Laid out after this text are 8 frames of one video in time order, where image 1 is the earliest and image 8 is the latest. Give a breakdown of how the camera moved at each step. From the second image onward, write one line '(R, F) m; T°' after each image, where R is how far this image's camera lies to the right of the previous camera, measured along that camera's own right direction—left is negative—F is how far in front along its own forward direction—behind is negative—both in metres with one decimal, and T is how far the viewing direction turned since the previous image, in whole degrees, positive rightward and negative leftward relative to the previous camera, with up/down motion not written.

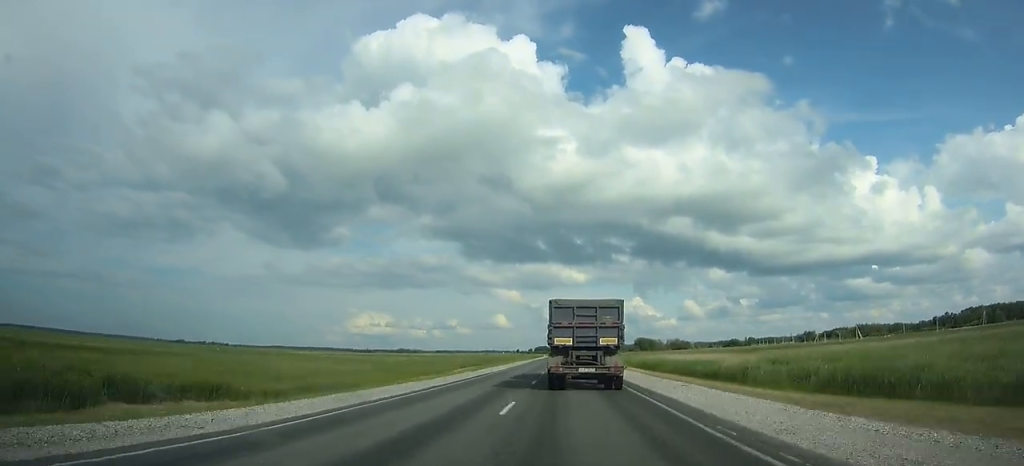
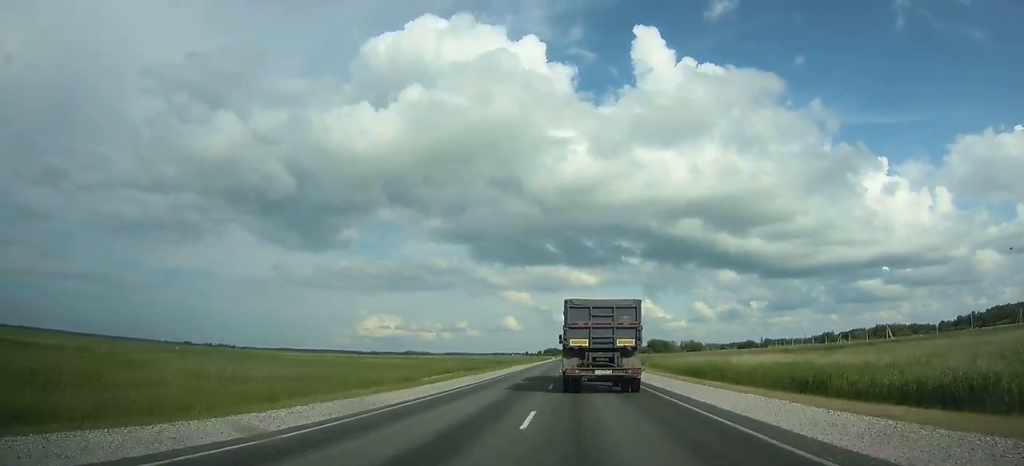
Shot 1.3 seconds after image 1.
(-0.2, +28.5) m; 0°
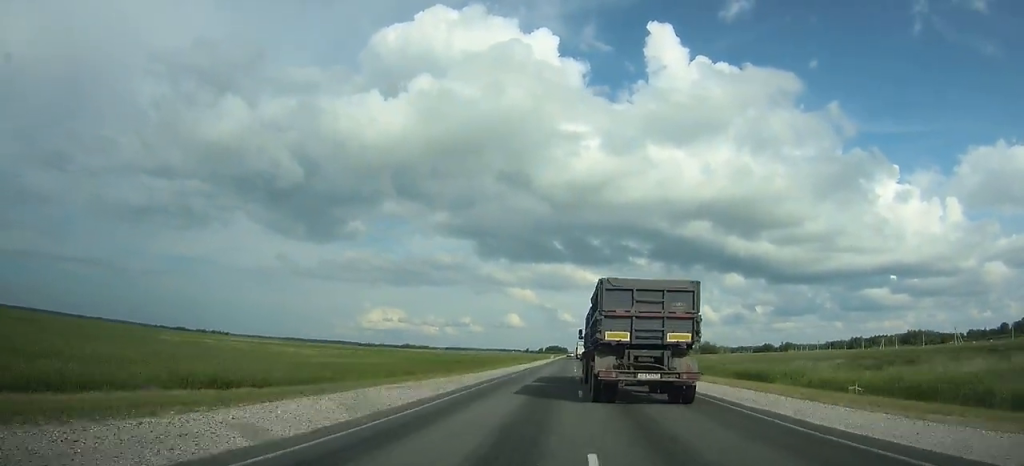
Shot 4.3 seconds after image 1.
(-0.3, +68.9) m; 0°
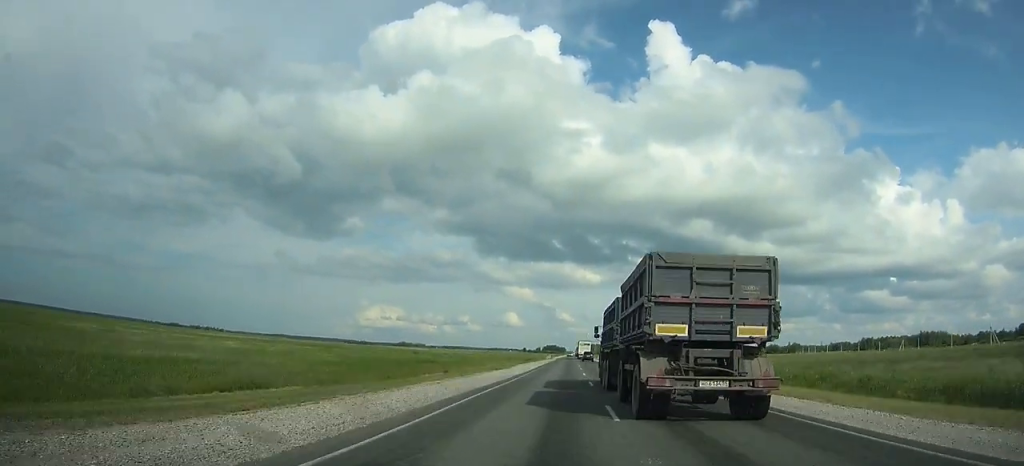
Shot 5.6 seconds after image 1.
(-0.1, +31.1) m; 0°
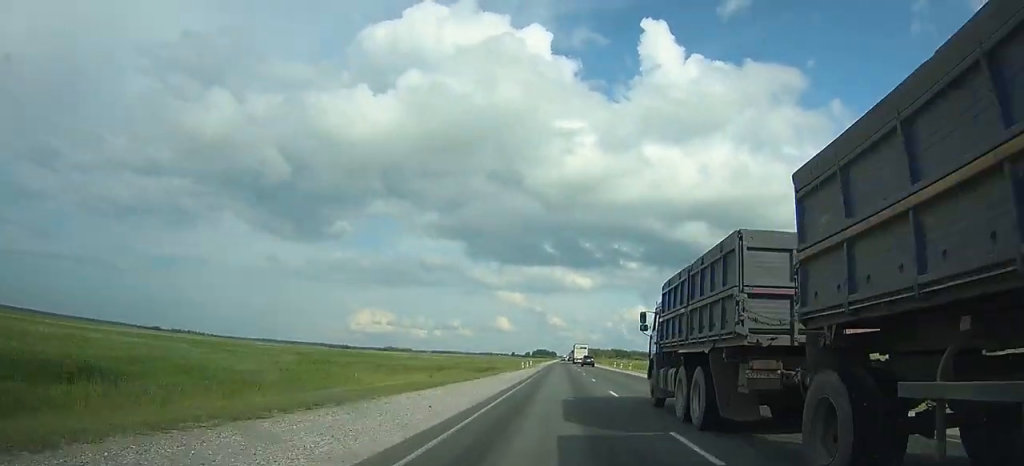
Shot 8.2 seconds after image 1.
(+0.4, +63.0) m; +1°
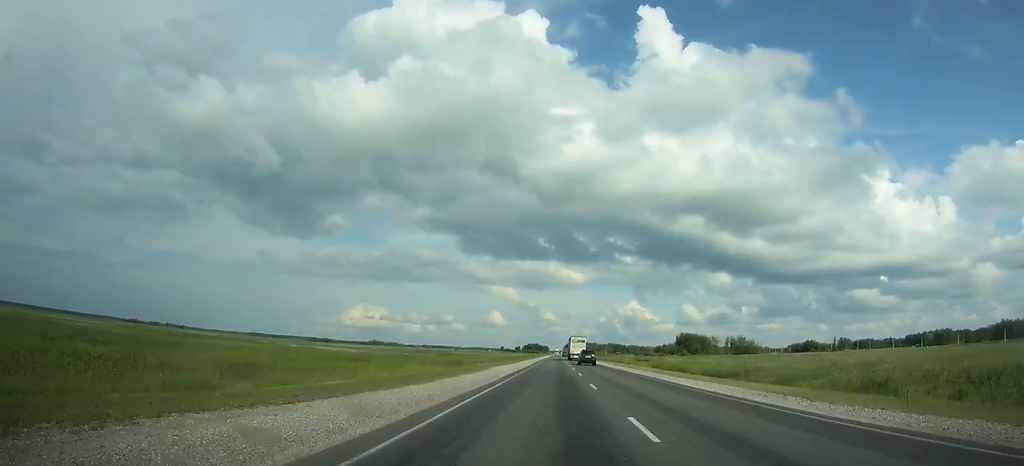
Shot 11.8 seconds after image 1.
(+1.1, +86.8) m; +1°
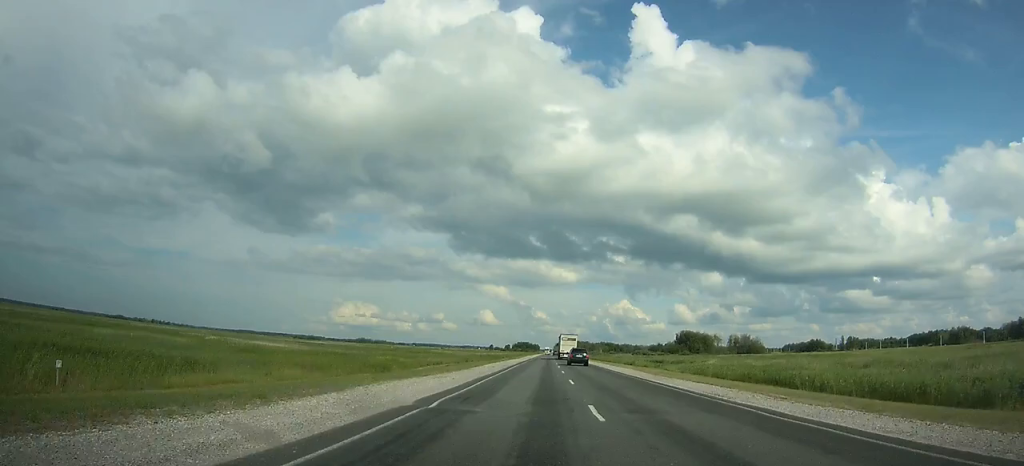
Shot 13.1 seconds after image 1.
(+0.1, +30.7) m; 0°
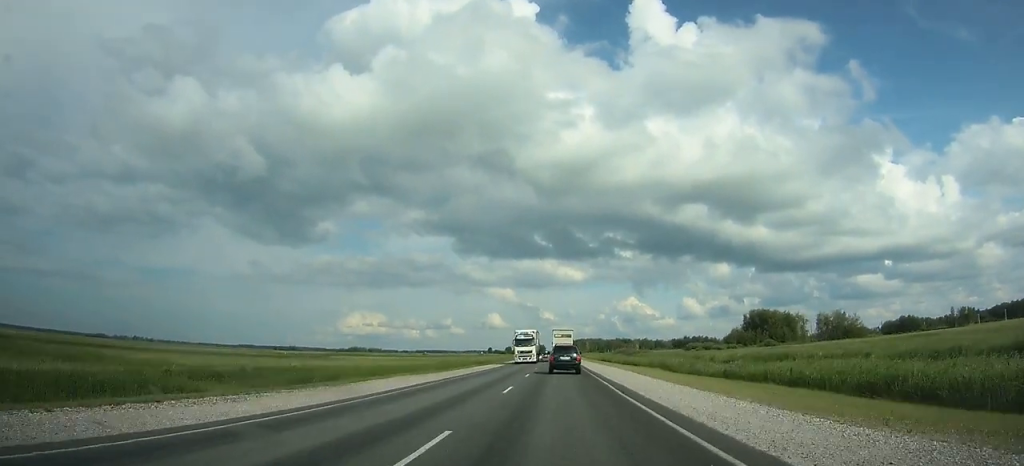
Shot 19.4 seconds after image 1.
(+0.1, +146.3) m; -1°
